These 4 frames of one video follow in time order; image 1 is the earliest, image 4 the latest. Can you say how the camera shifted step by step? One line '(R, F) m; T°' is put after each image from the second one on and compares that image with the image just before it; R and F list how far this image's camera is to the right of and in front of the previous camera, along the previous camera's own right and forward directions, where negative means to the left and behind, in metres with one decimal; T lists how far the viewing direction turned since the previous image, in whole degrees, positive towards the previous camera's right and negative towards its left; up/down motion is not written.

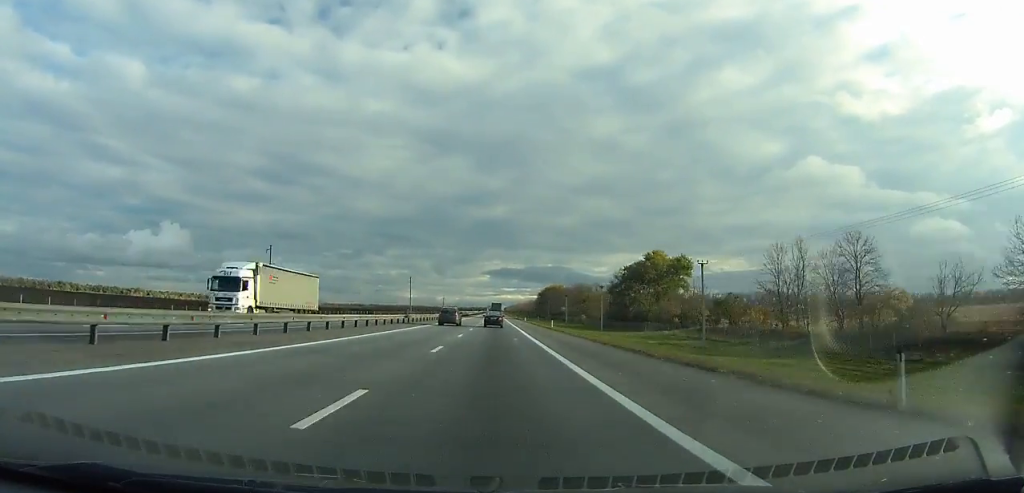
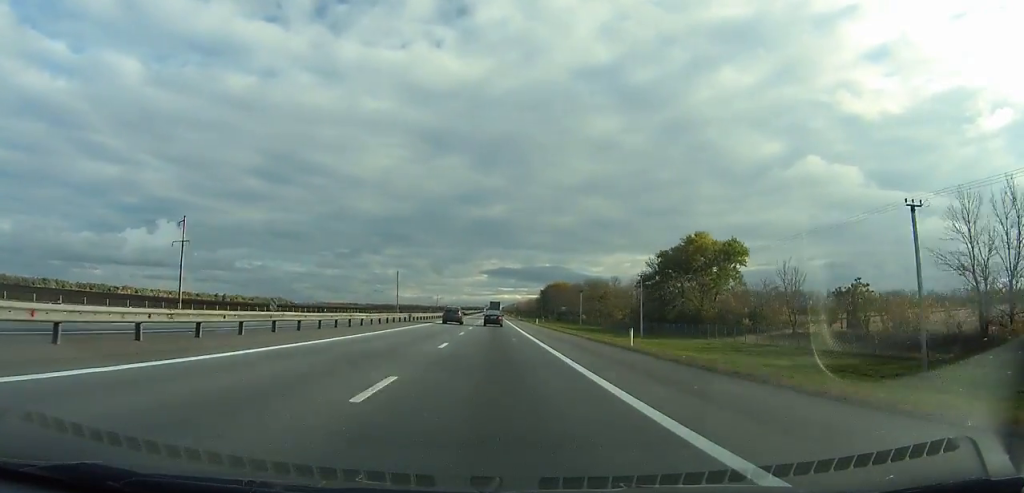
(0.0, +34.3) m; 0°
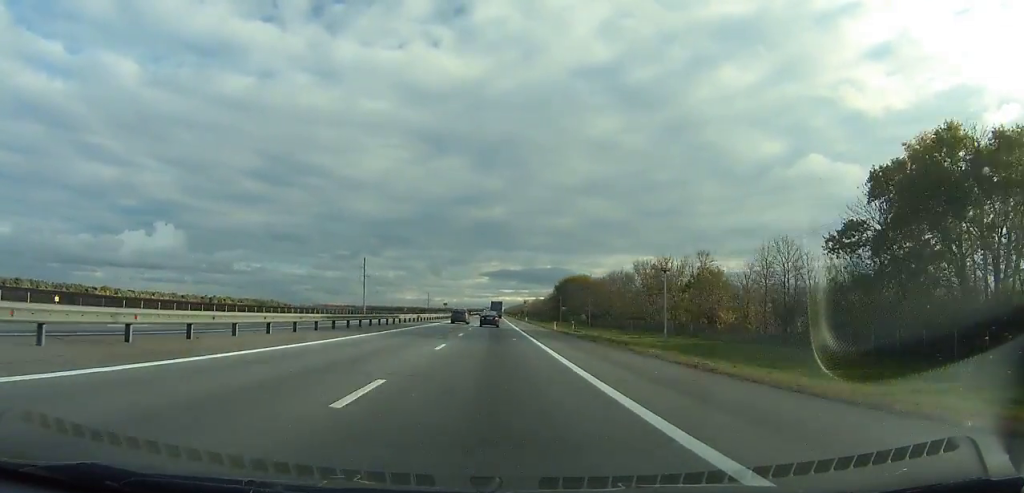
(+0.1, +71.8) m; 0°
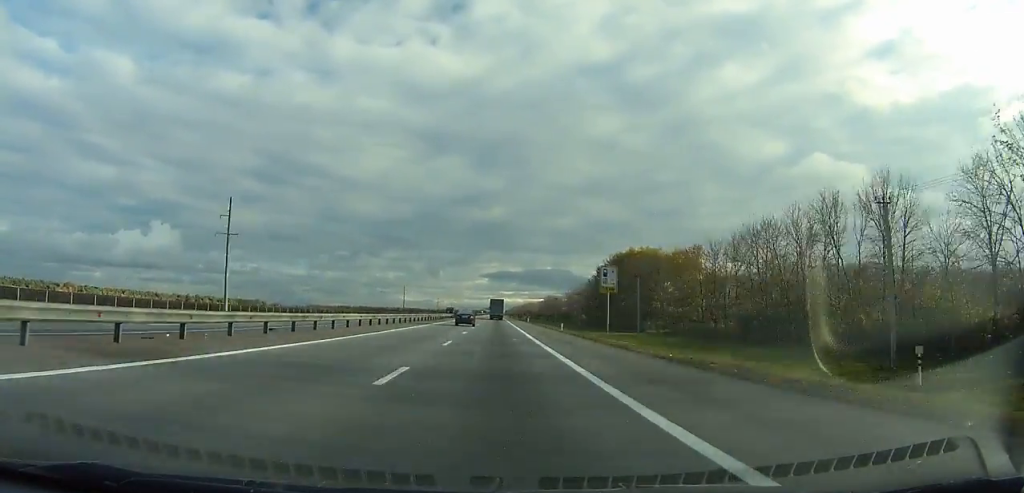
(+0.1, +105.1) m; 0°
